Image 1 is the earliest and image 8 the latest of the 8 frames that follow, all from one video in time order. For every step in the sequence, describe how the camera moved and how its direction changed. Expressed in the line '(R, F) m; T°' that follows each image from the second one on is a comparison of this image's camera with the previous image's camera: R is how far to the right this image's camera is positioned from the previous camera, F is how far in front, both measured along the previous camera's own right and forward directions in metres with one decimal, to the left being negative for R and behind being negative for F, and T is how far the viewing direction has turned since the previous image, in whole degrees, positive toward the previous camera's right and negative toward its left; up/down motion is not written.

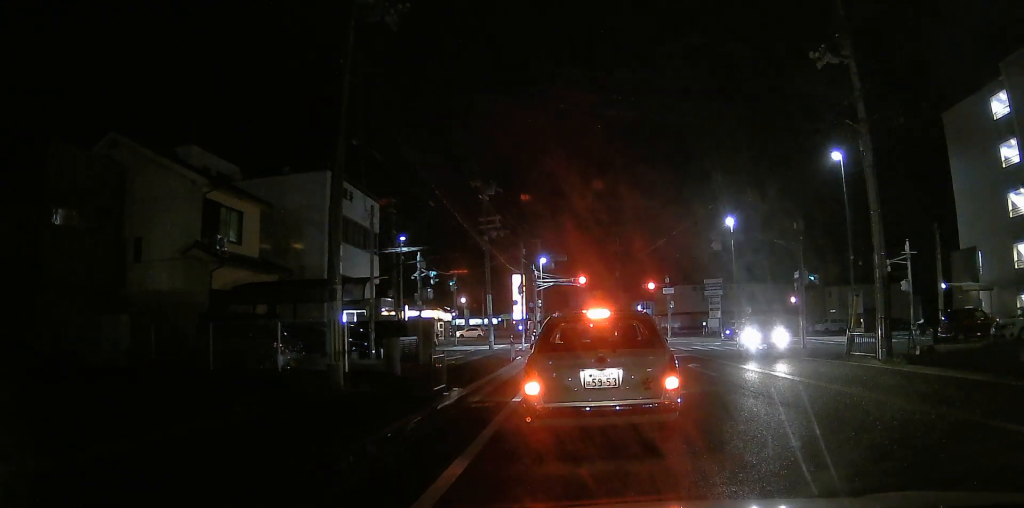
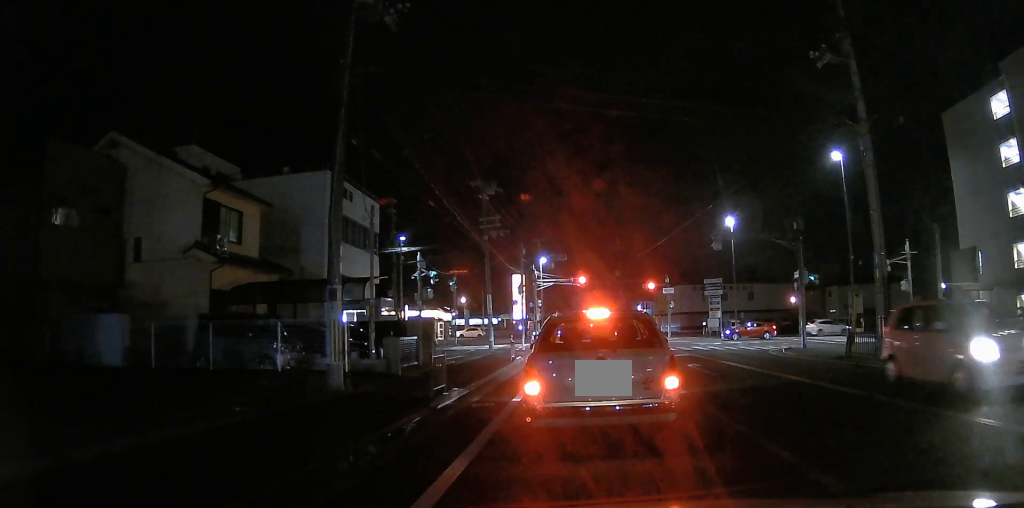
(+0.3, +1.6) m; 0°
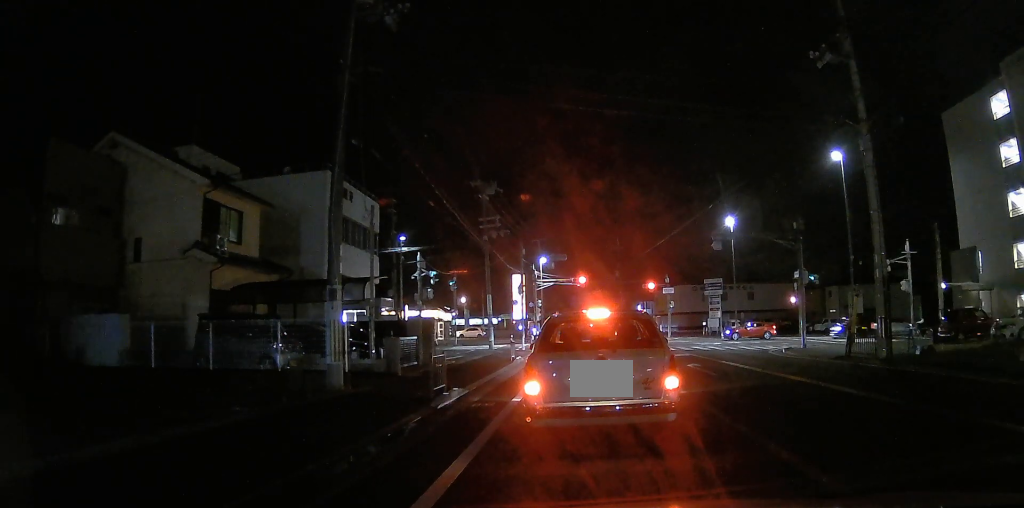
(+0.1, +0.4) m; 0°
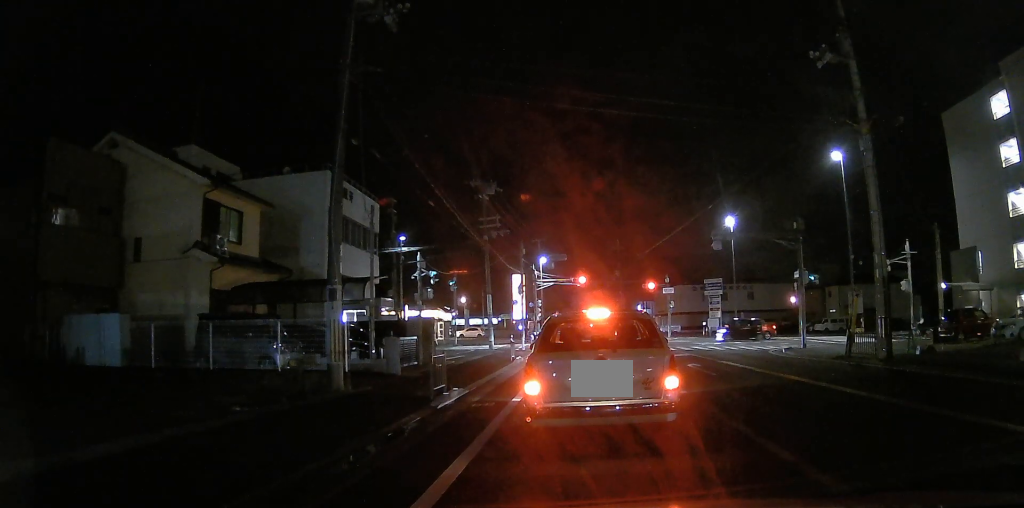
(+0.1, +0.4) m; 0°
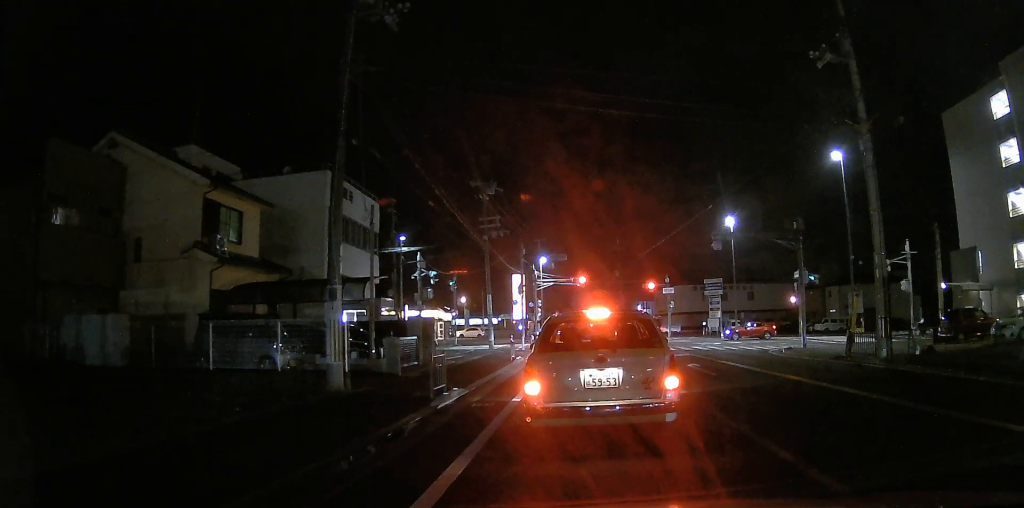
(0.0, +0.2) m; 0°
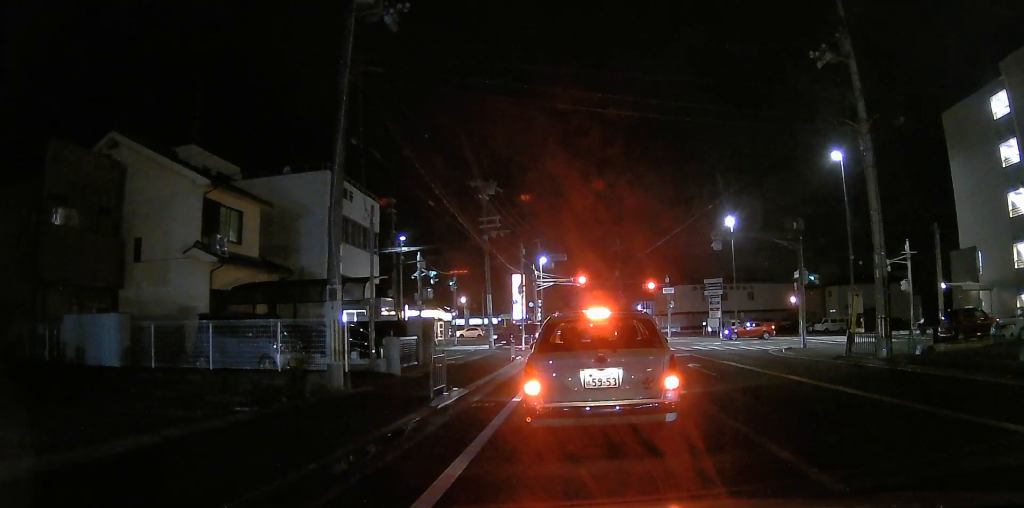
(0.0, +0.1) m; 0°
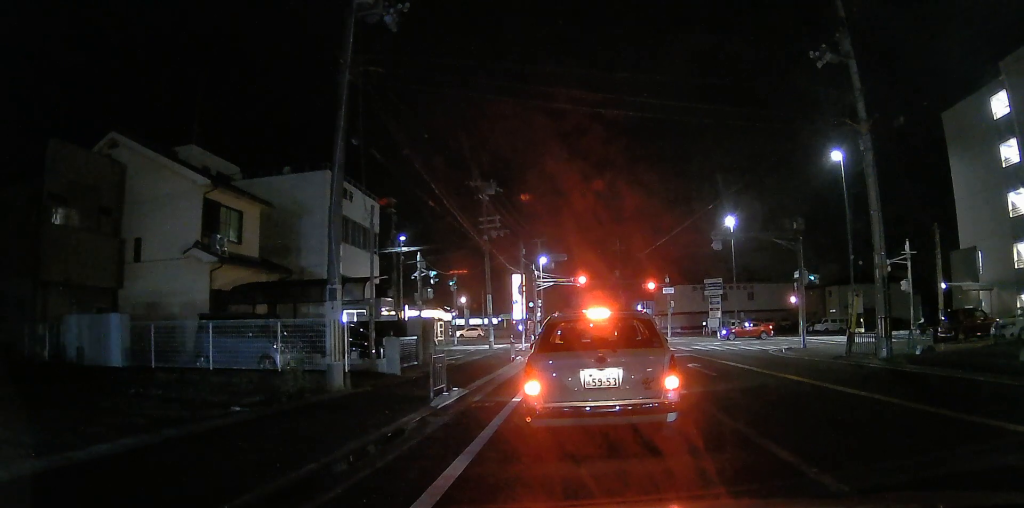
(0.0, 0.0) m; 0°
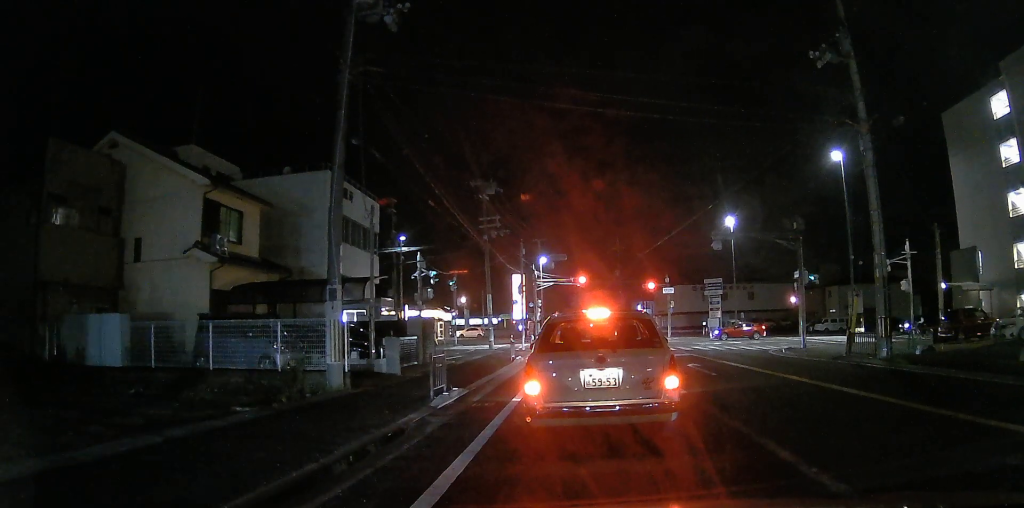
(0.0, 0.0) m; 0°
